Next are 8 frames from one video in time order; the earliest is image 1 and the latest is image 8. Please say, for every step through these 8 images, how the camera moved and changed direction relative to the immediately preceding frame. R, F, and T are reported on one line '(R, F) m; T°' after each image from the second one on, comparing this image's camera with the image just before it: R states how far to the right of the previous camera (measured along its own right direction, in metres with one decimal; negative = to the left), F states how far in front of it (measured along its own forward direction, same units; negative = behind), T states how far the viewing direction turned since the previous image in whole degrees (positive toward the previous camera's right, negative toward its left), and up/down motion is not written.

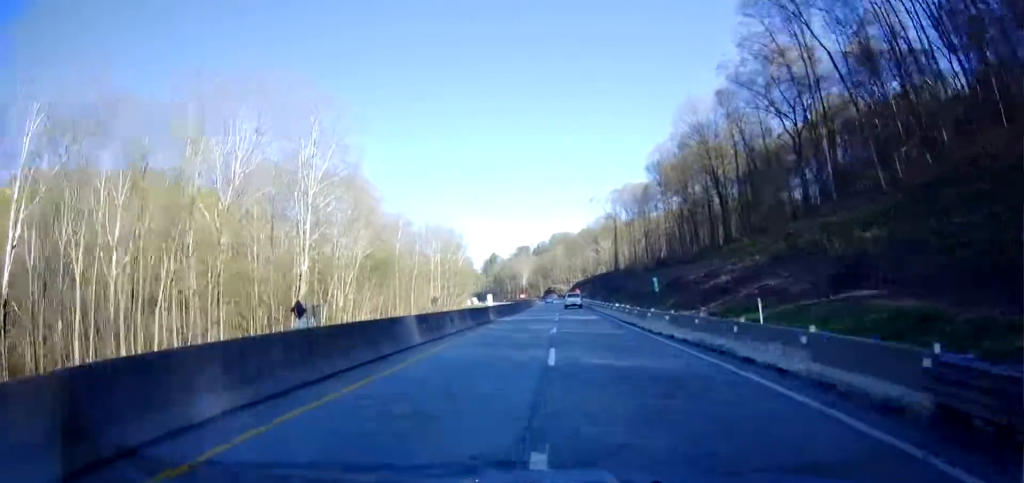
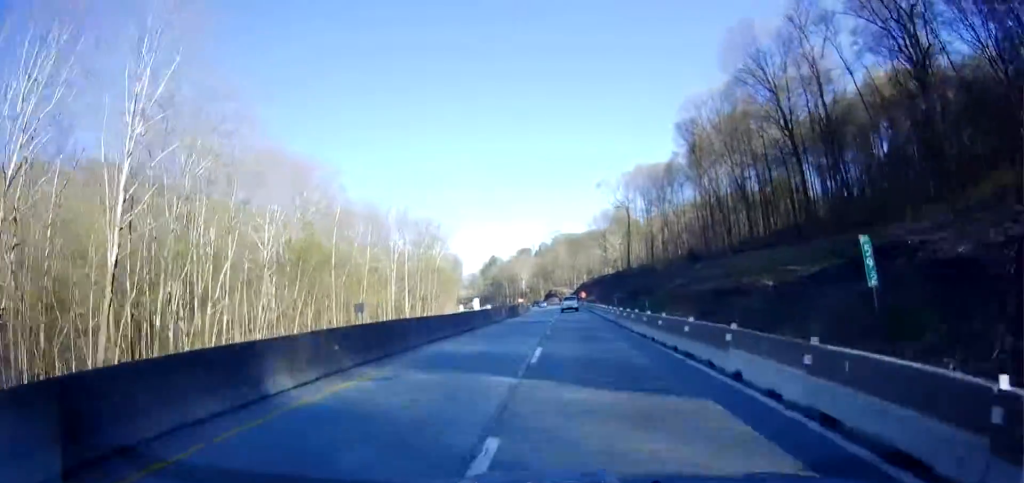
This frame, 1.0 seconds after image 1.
(0.0, +35.1) m; 0°
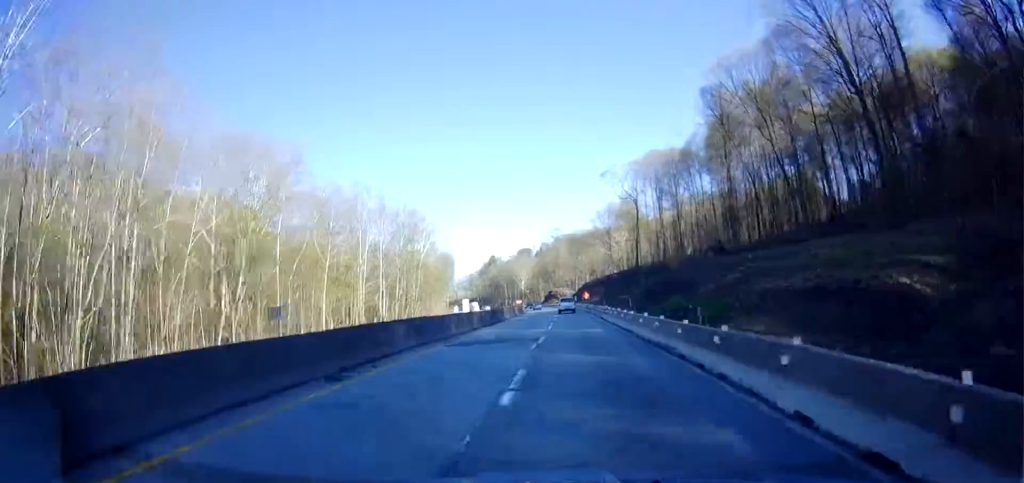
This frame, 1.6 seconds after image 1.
(0.0, +18.1) m; 0°
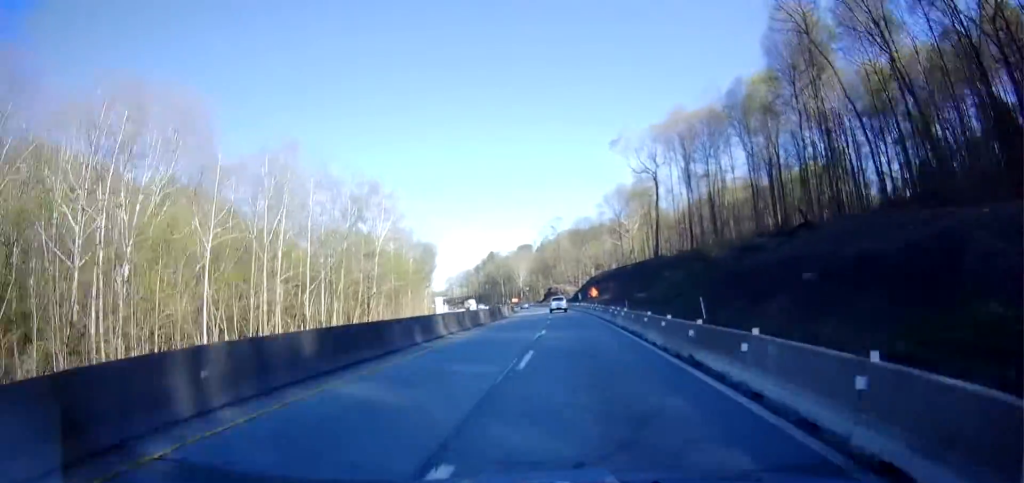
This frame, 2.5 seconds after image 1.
(+0.2, +31.4) m; 0°
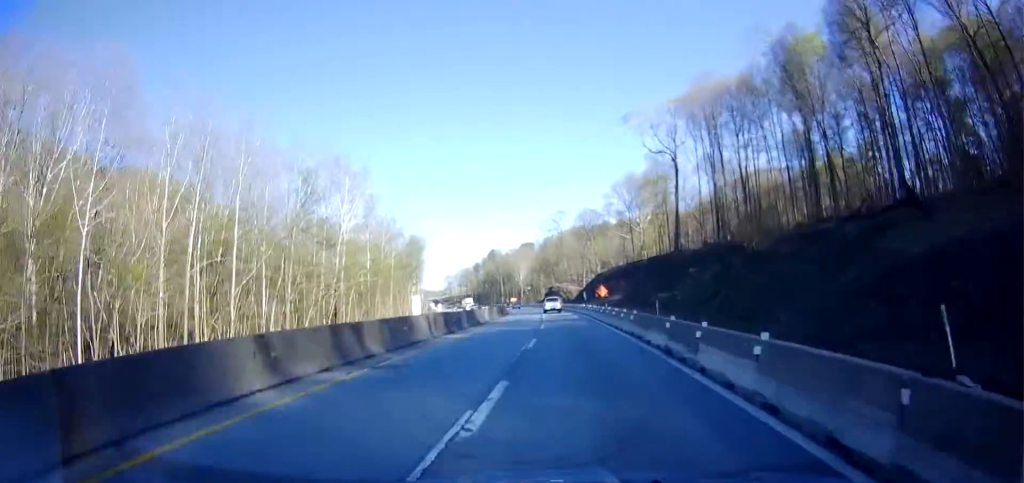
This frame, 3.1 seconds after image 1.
(-0.2, +19.1) m; -1°
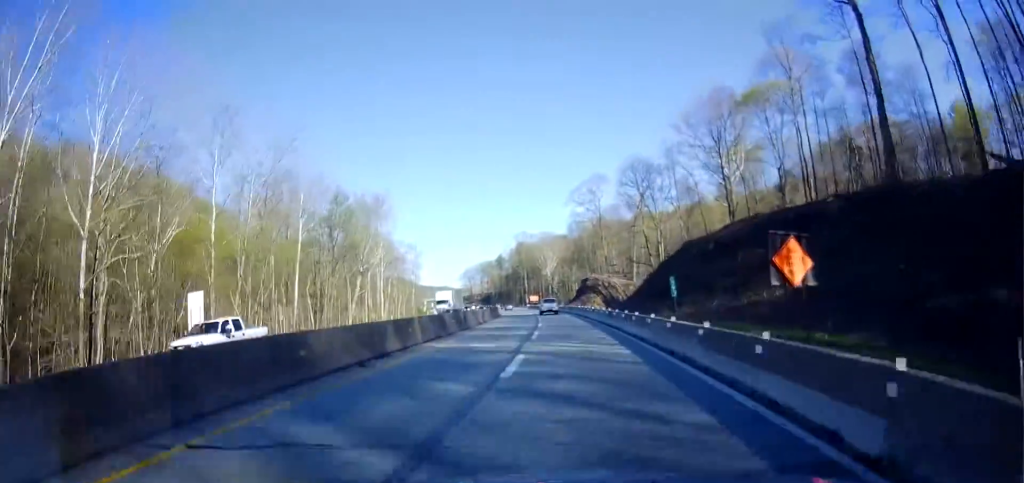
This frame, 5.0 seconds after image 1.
(-0.9, +65.2) m; -2°
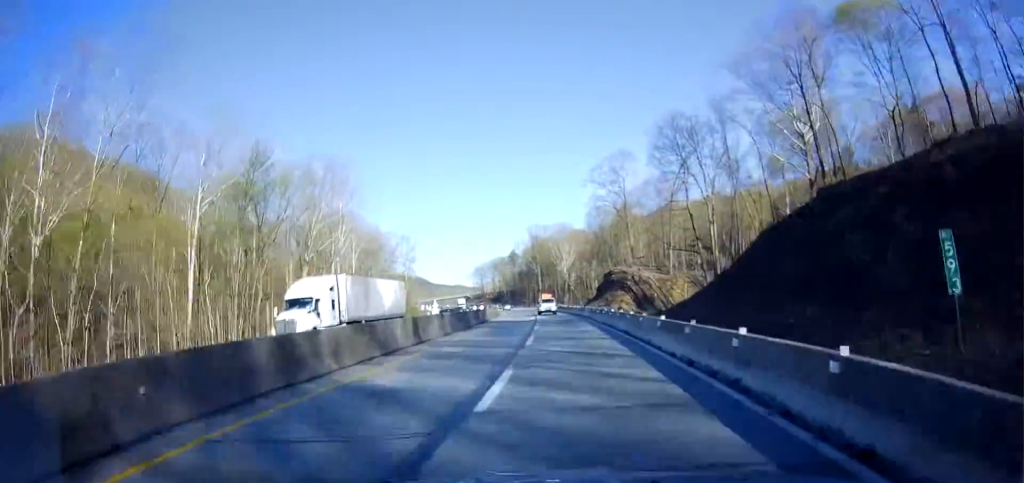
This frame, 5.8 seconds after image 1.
(-0.4, +28.2) m; -2°
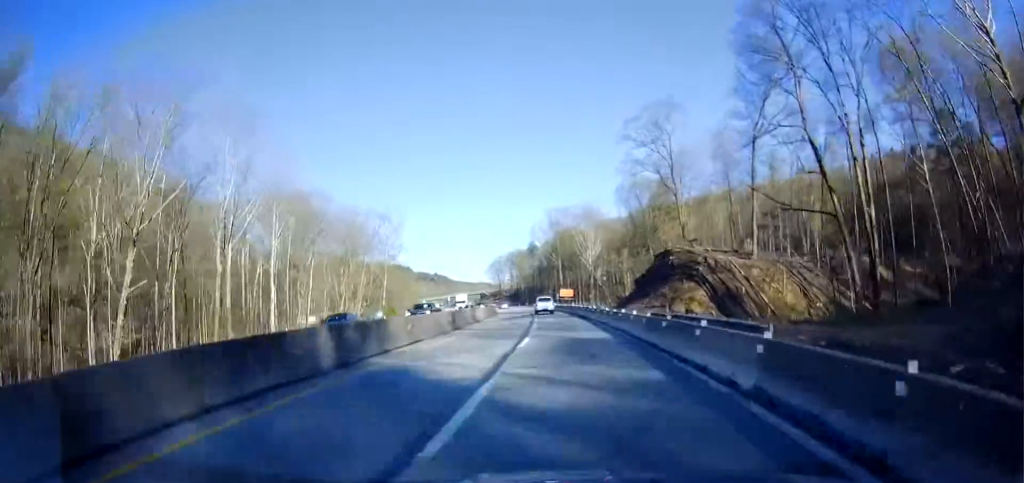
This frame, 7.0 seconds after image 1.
(-0.9, +38.1) m; -2°
